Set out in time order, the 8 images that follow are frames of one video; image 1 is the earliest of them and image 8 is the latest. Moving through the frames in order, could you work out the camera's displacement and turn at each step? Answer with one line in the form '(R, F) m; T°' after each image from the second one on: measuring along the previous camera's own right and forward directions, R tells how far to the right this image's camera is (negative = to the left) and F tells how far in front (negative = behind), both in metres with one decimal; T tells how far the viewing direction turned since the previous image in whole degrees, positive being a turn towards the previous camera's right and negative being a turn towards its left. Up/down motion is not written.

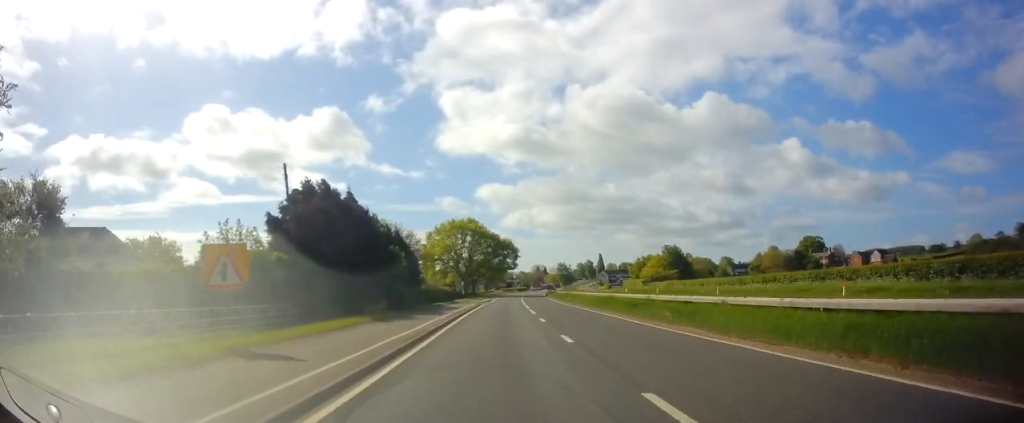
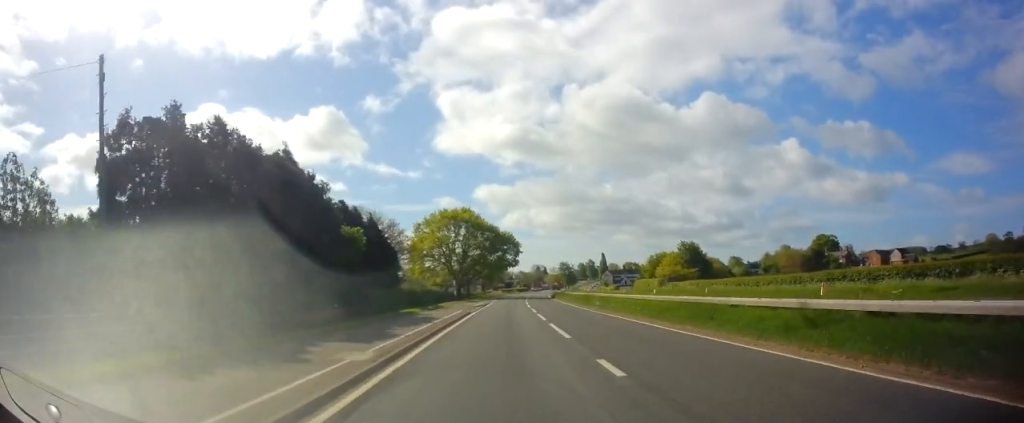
(0.0, +14.1) m; 0°
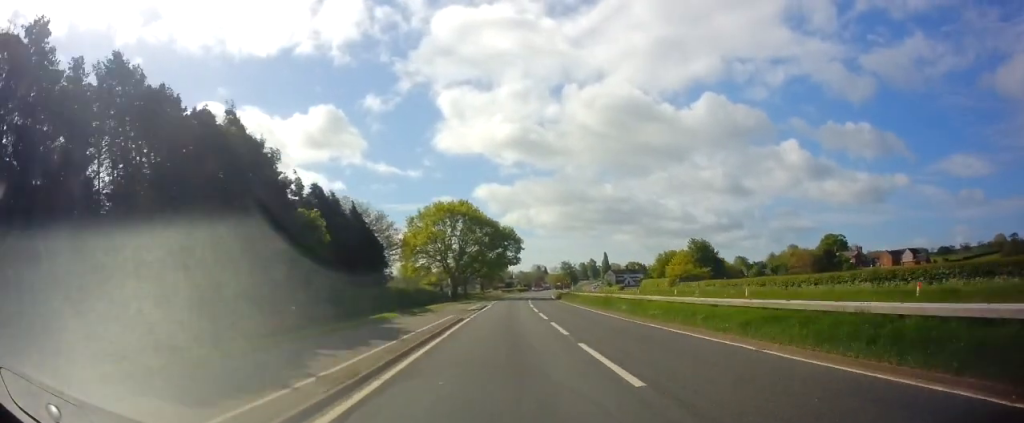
(0.0, +7.4) m; 0°
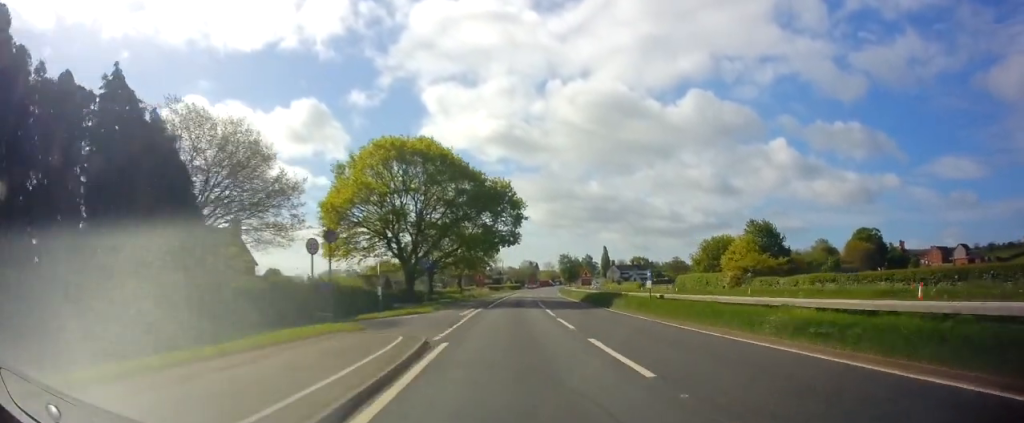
(+0.2, +34.9) m; +1°
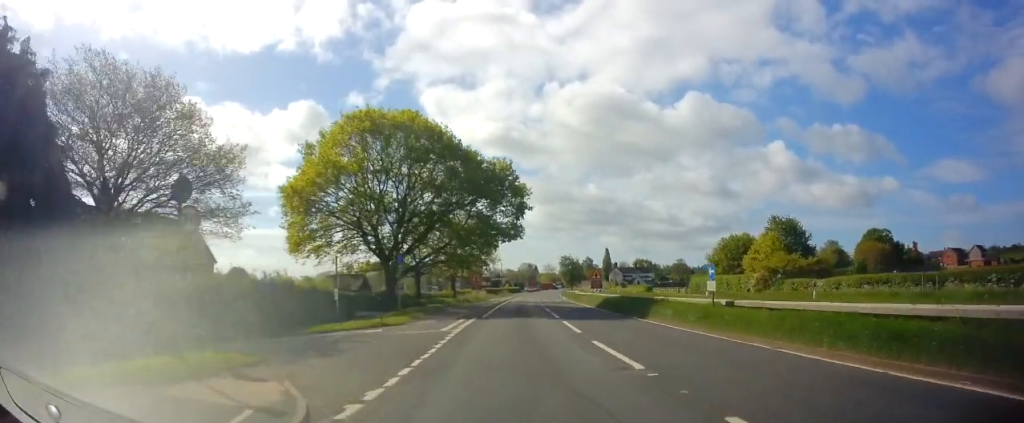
(-0.1, +8.5) m; 0°
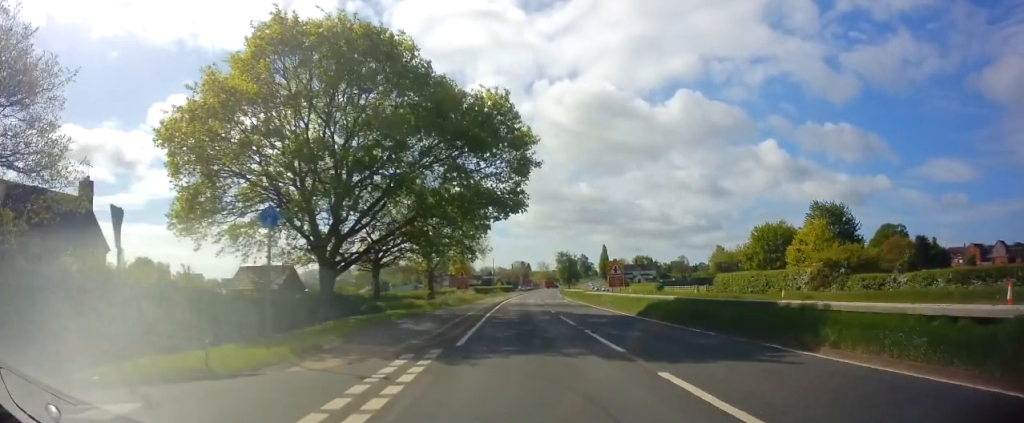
(+0.2, +14.4) m; +2°
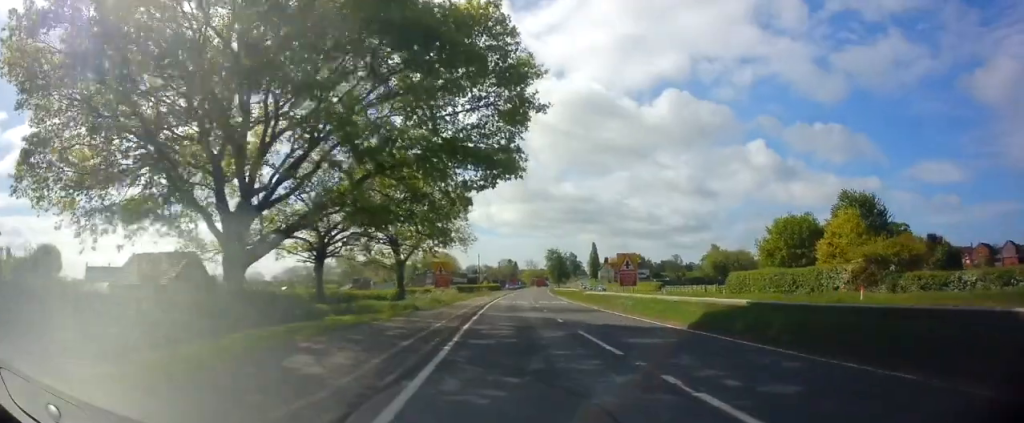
(+0.1, +9.3) m; +1°
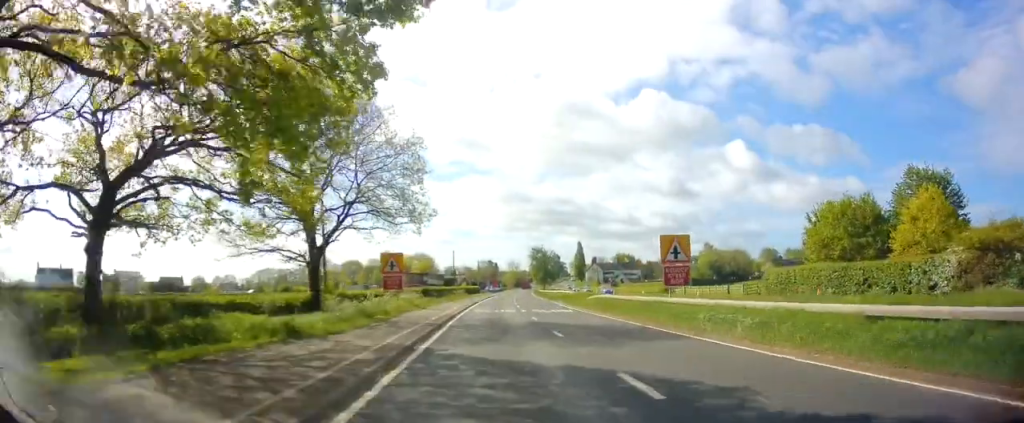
(+0.3, +15.1) m; +2°
